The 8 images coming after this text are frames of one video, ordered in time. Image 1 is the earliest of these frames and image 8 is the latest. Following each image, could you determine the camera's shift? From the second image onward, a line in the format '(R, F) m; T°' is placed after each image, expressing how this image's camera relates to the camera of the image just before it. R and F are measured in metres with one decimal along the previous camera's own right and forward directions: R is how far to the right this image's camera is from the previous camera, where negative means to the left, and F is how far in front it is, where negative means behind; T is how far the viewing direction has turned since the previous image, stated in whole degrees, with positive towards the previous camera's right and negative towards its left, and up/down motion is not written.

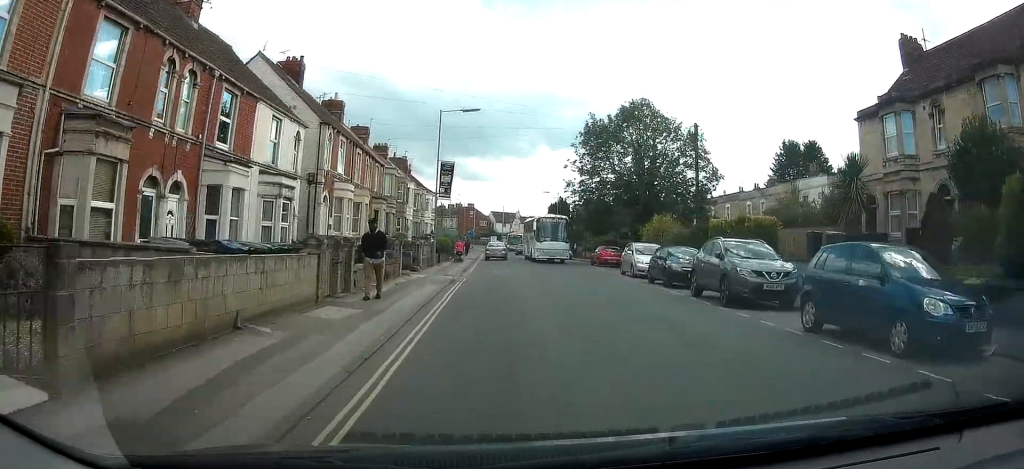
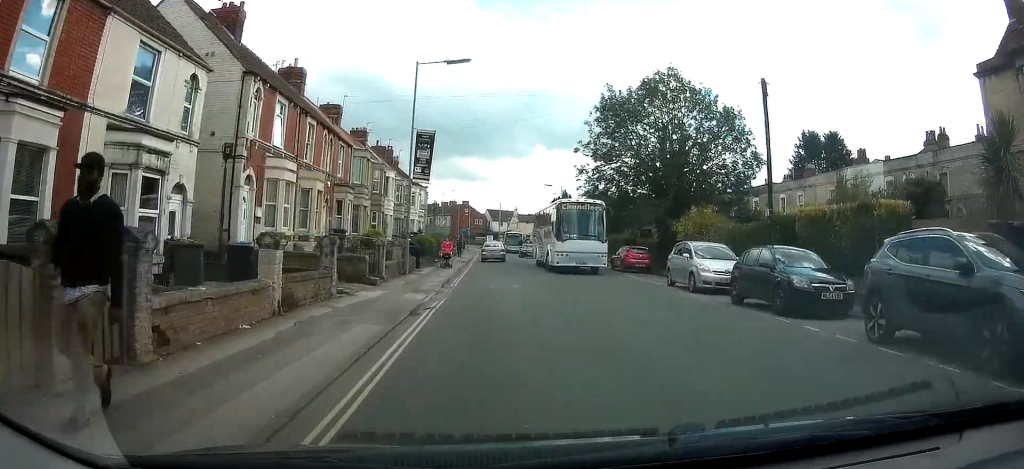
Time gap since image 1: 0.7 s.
(+0.1, +8.9) m; +1°
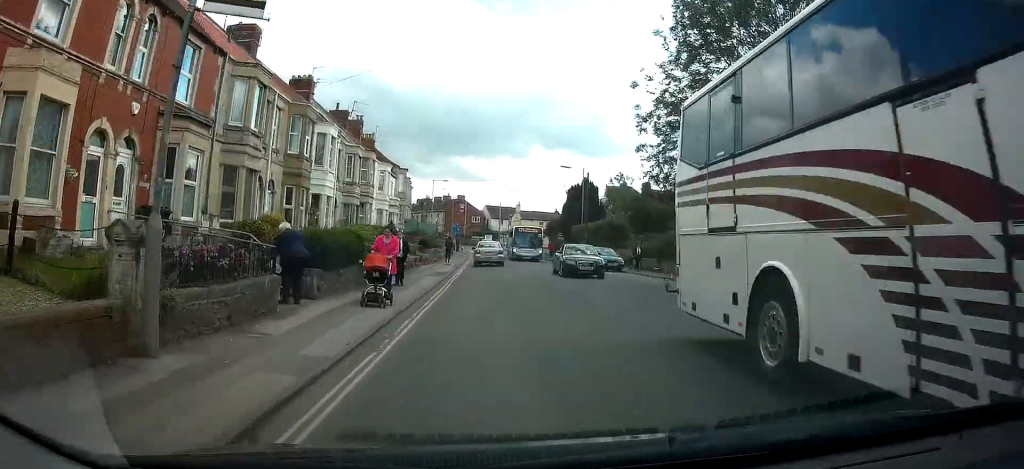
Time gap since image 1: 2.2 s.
(+0.2, +17.2) m; 0°
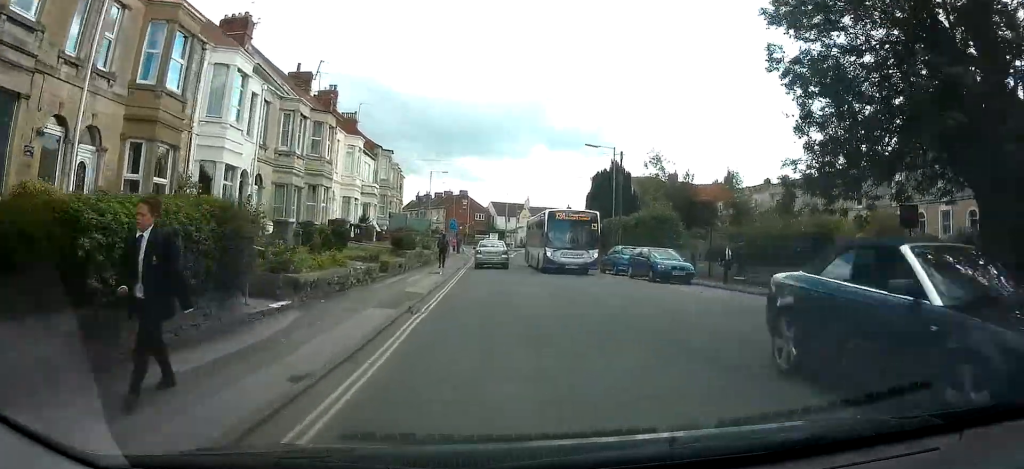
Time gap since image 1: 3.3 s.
(-0.2, +11.3) m; -2°
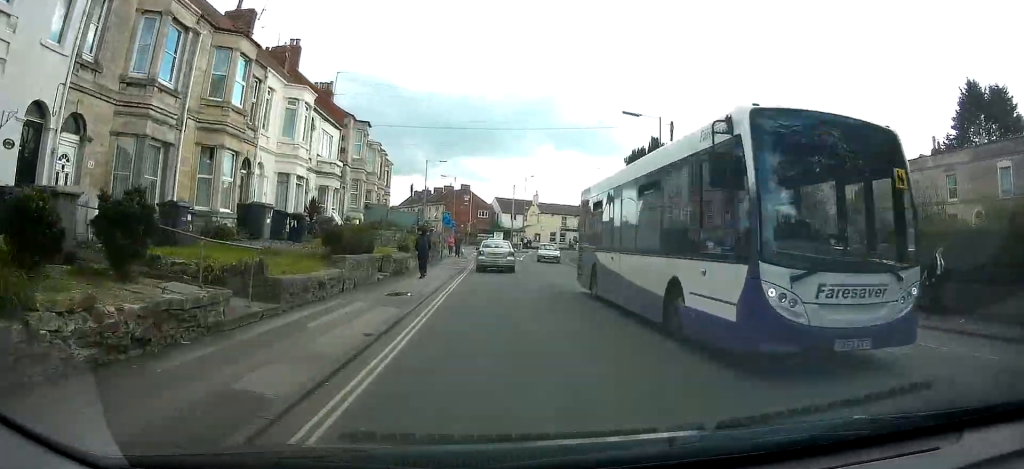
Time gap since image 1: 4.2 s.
(-0.1, +10.3) m; 0°
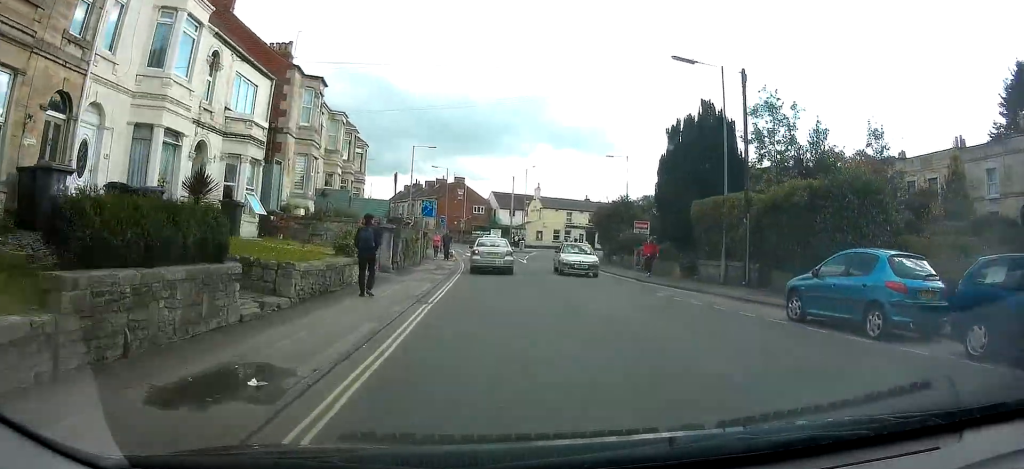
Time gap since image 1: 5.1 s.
(+0.2, +9.2) m; 0°
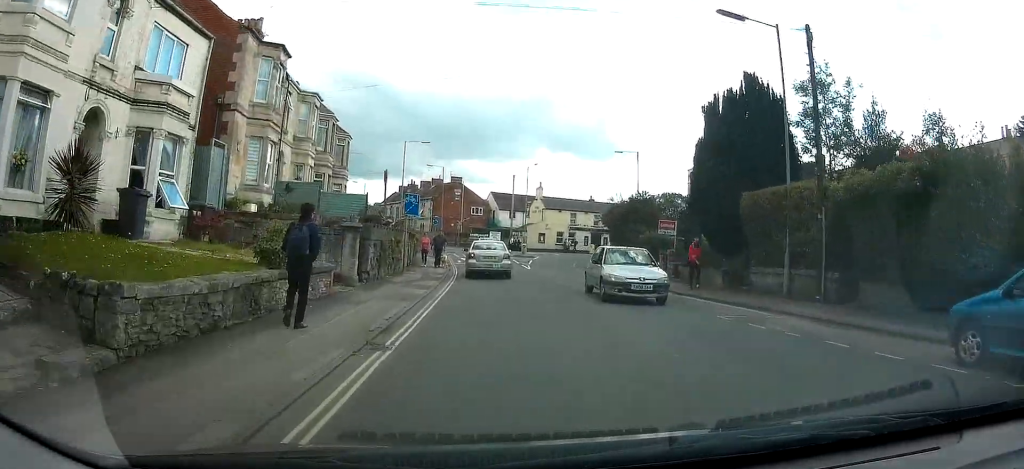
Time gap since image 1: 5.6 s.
(-0.1, +4.9) m; 0°
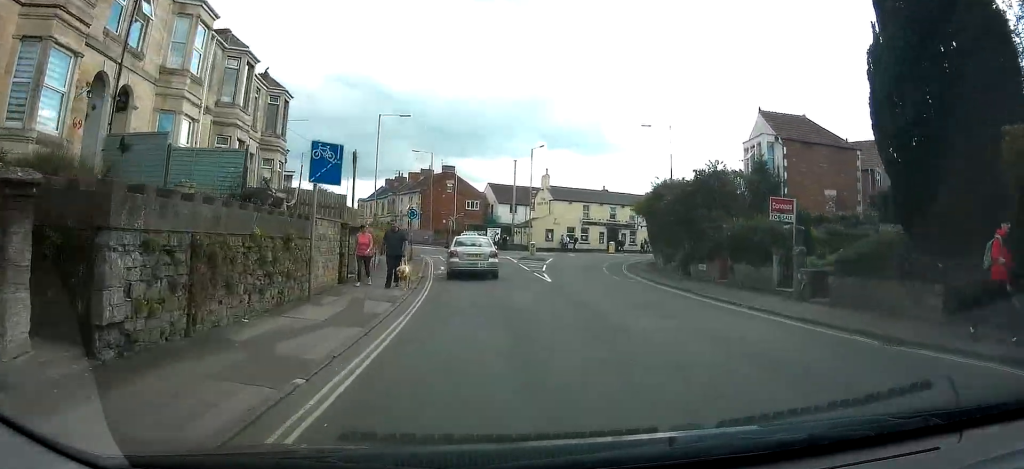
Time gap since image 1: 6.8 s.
(+0.1, +11.4) m; +1°
